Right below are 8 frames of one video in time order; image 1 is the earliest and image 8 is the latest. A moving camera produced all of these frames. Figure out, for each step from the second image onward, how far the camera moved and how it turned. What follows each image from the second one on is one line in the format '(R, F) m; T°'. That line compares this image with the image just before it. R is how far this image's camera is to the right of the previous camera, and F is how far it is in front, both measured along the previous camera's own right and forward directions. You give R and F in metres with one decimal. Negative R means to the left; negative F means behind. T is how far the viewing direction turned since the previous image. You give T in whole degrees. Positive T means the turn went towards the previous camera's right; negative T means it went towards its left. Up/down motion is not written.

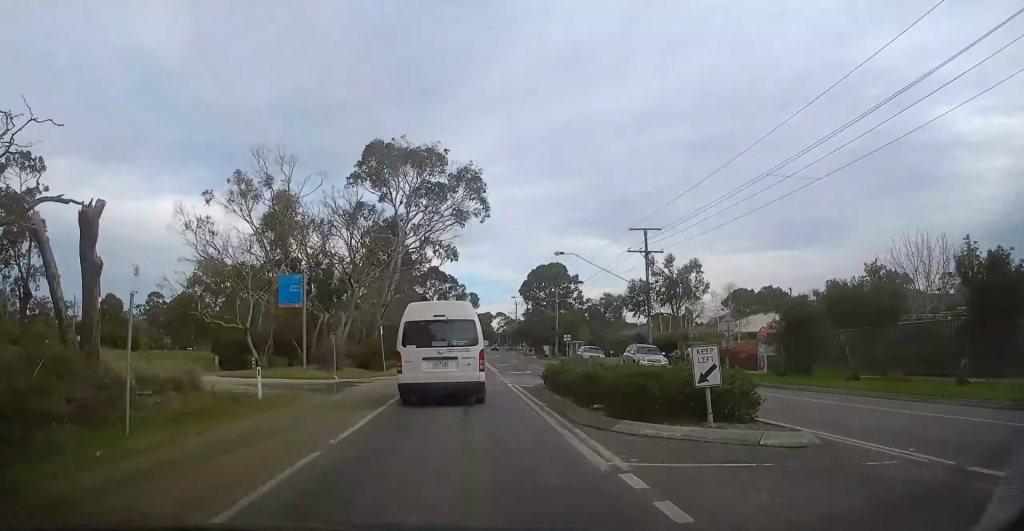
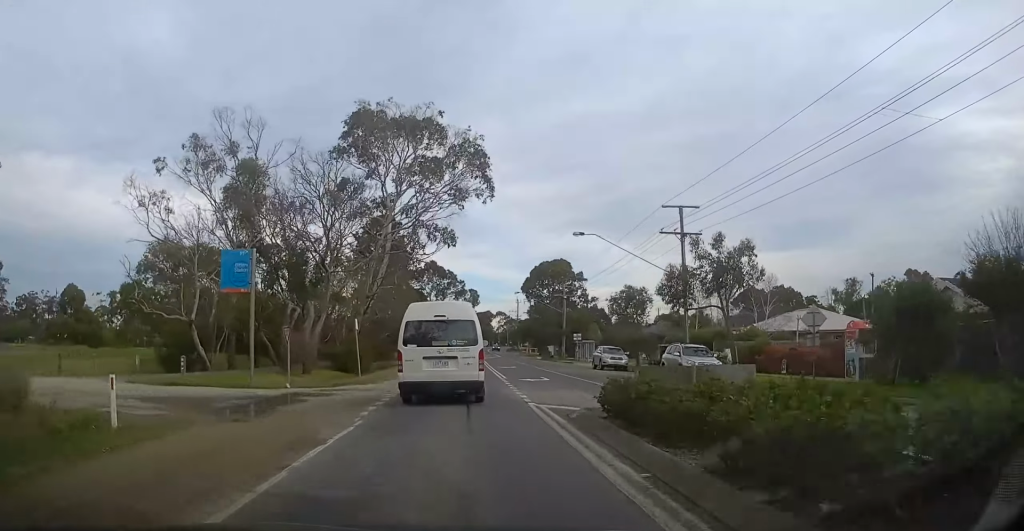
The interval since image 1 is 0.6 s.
(0.0, +8.5) m; 0°
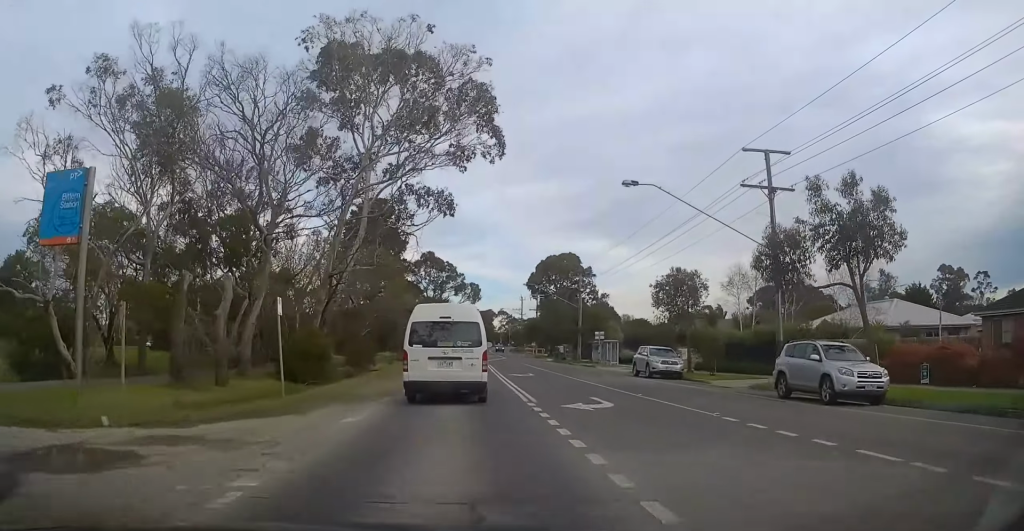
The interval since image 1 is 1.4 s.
(+0.1, +11.7) m; 0°
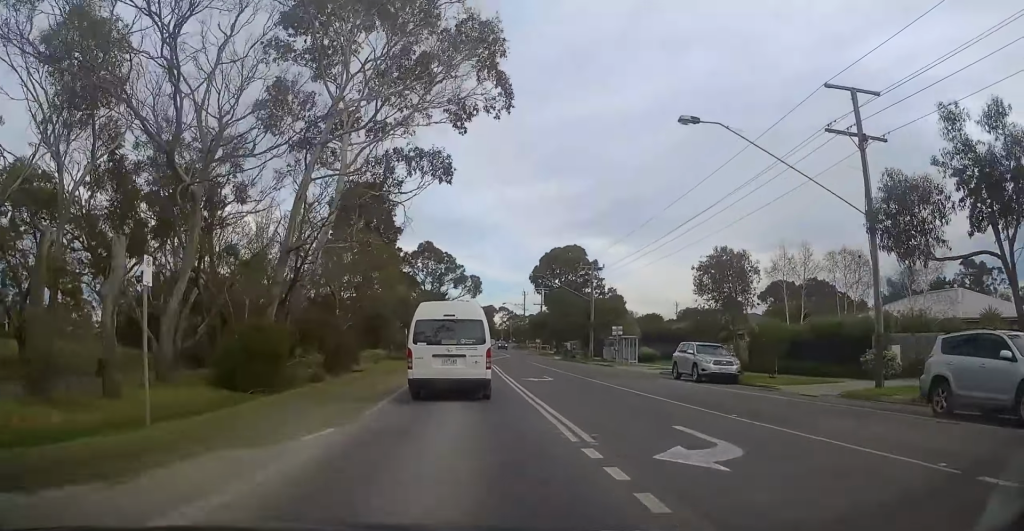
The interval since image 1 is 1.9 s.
(0.0, +7.1) m; 0°
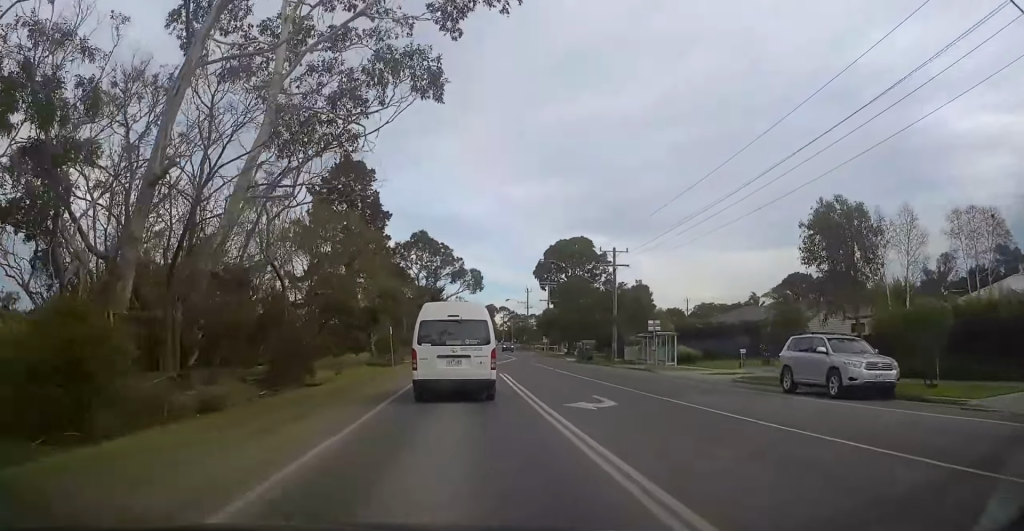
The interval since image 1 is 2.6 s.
(0.0, +10.6) m; 0°
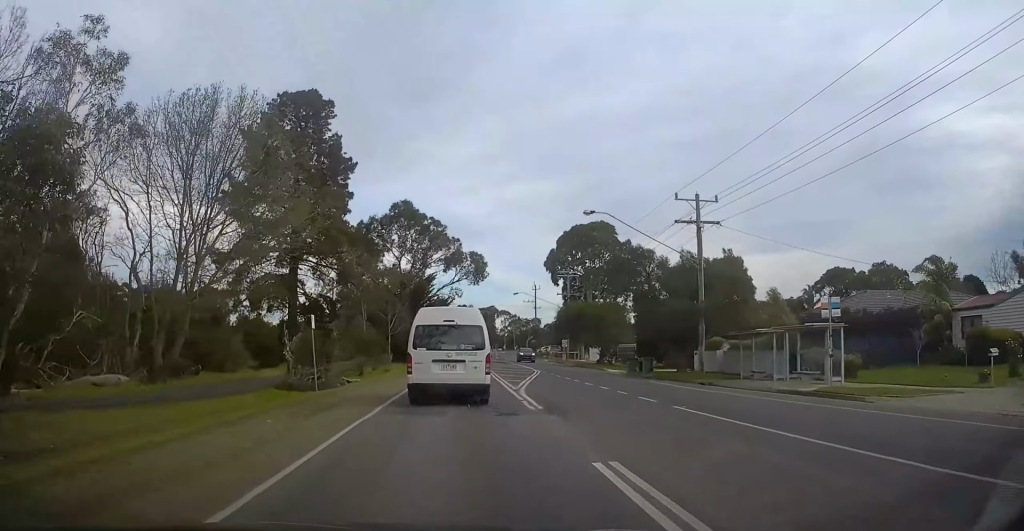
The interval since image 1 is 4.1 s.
(-0.1, +22.0) m; +1°
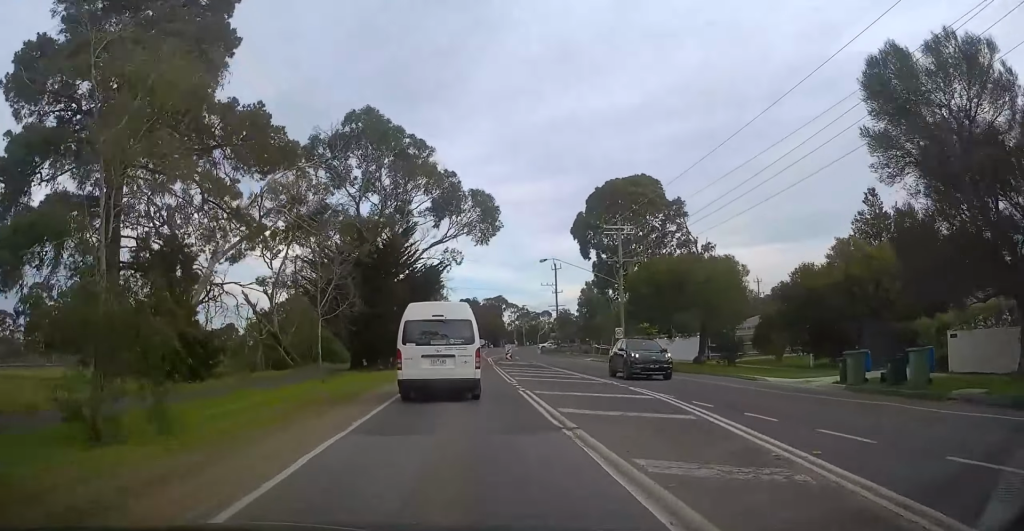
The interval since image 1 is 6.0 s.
(+0.3, +27.6) m; -1°
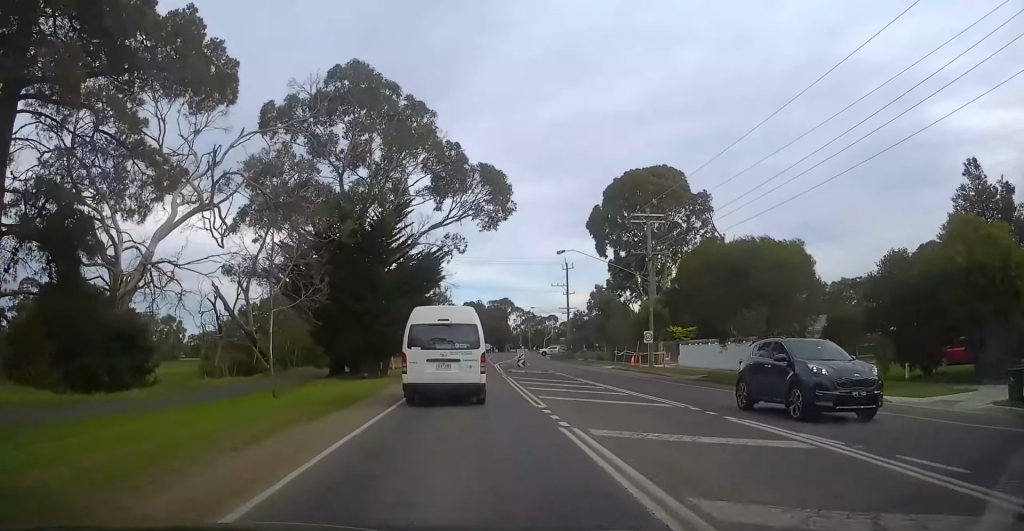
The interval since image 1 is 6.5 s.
(-0.1, +7.6) m; -1°
